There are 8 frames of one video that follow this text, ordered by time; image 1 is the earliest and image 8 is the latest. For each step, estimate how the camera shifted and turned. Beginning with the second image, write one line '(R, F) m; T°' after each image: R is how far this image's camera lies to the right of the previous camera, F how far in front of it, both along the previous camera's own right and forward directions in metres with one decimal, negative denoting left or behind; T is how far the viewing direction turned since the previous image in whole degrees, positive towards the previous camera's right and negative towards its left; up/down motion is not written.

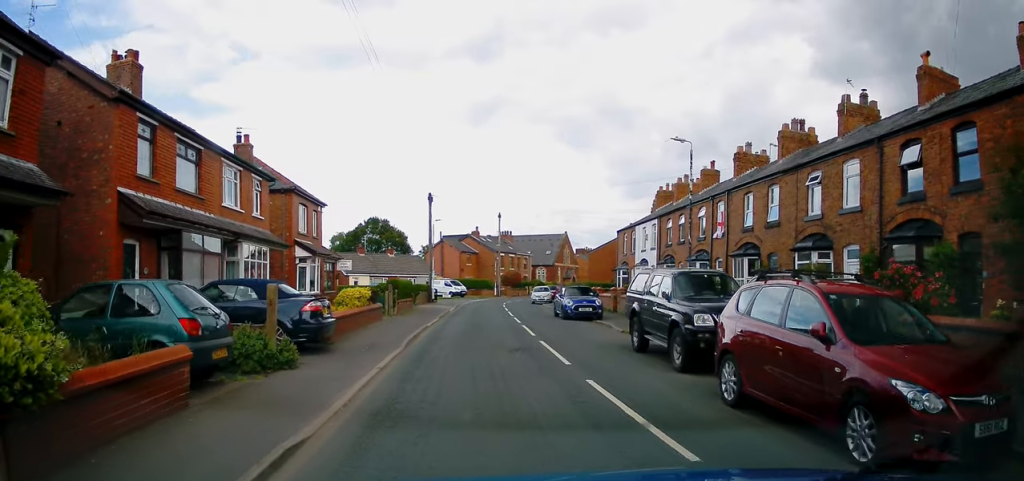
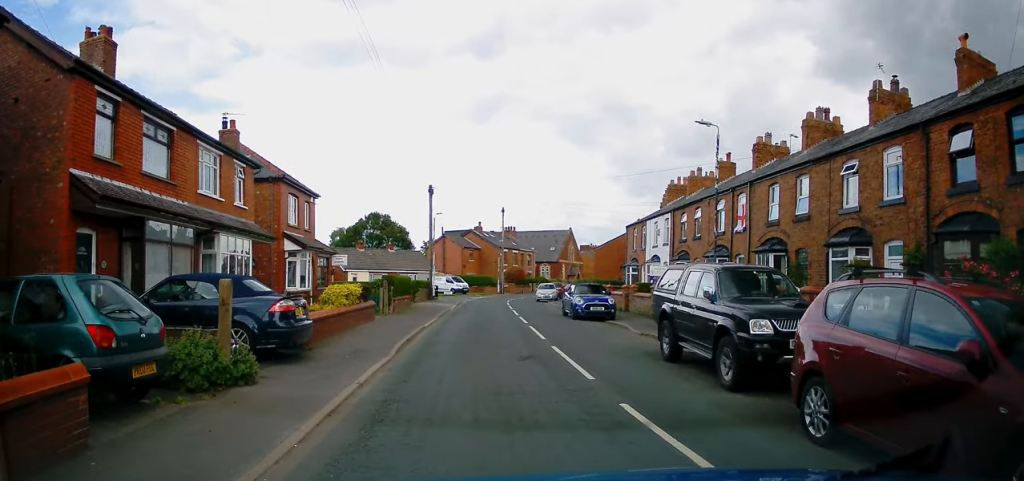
(0.0, +2.1) m; 0°
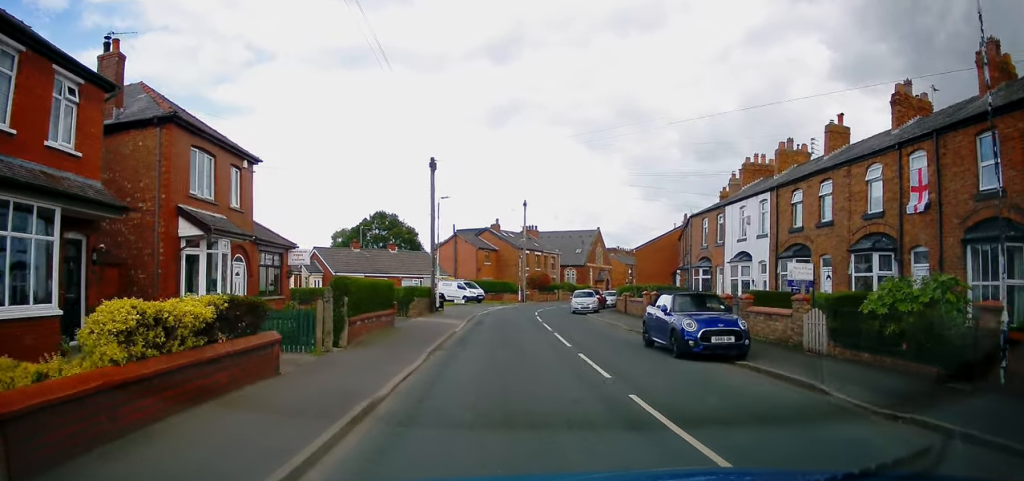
(-0.3, +10.8) m; -3°
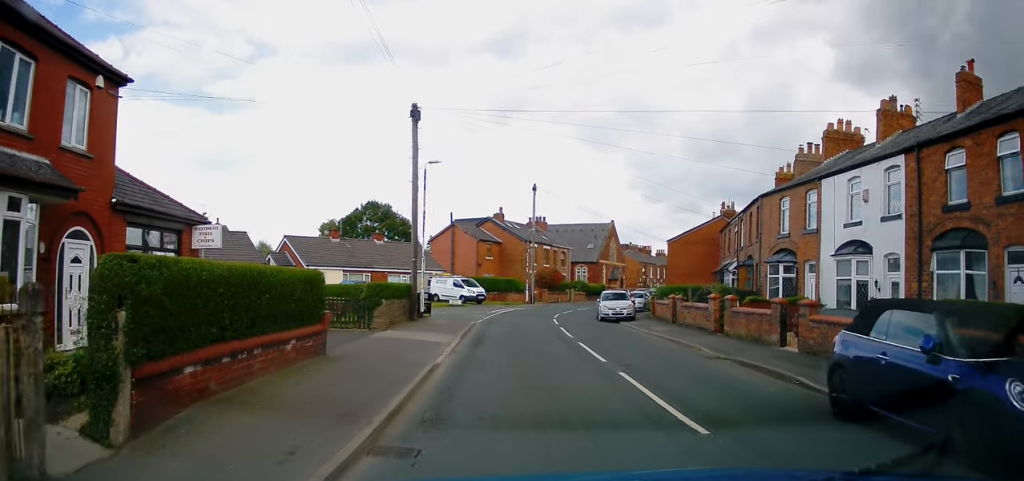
(0.0, +8.8) m; +3°
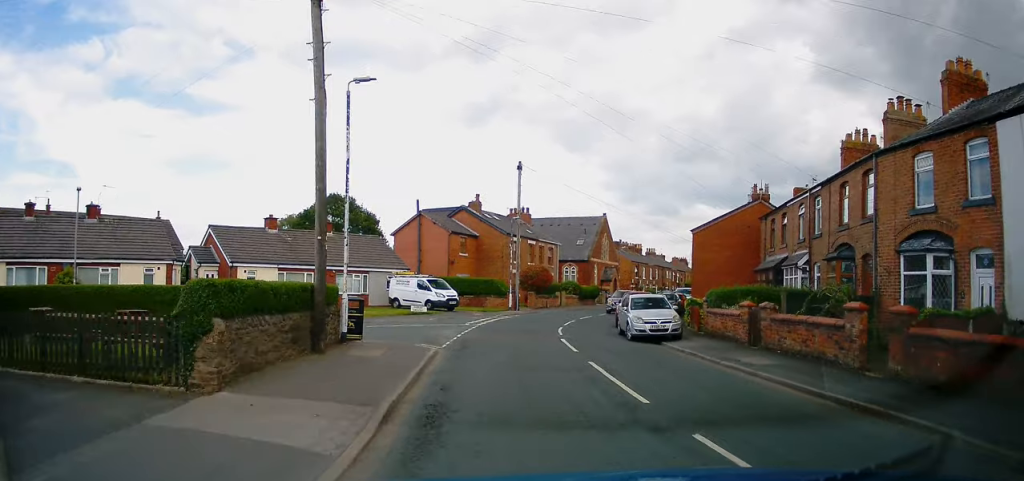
(+0.5, +9.8) m; +4°
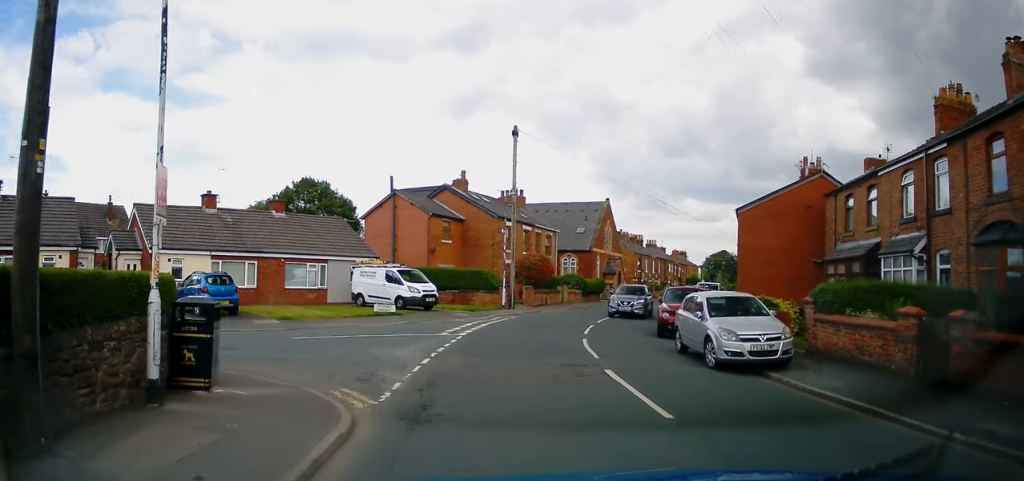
(+0.1, +7.8) m; +1°
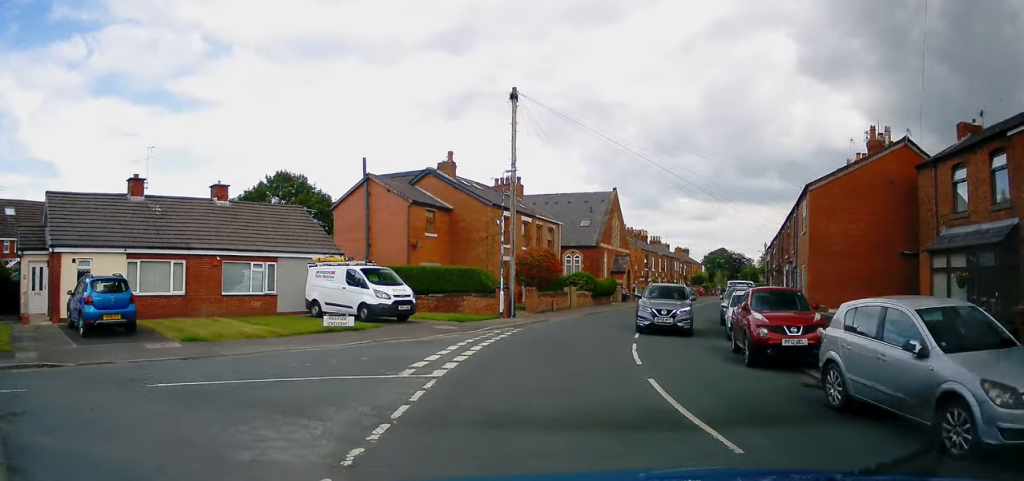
(0.0, +6.8) m; +1°
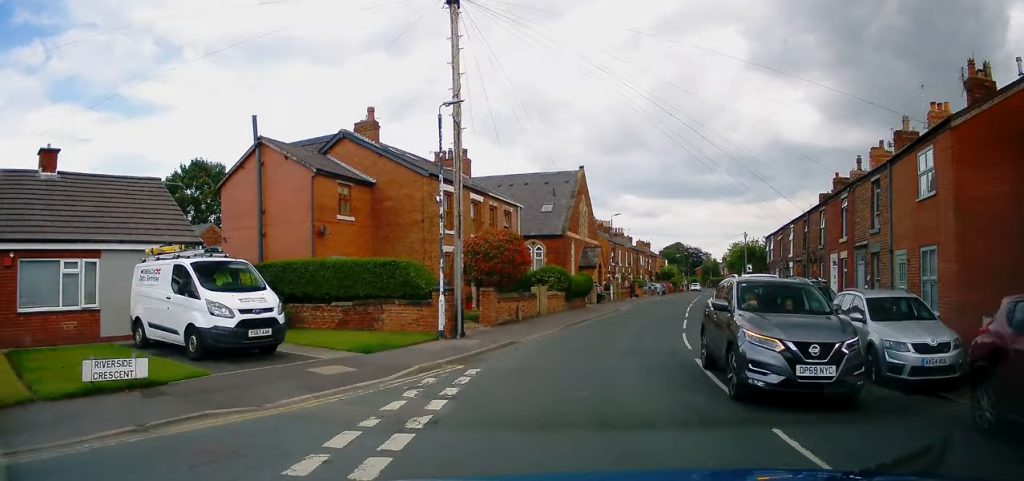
(+0.3, +9.6) m; +4°
